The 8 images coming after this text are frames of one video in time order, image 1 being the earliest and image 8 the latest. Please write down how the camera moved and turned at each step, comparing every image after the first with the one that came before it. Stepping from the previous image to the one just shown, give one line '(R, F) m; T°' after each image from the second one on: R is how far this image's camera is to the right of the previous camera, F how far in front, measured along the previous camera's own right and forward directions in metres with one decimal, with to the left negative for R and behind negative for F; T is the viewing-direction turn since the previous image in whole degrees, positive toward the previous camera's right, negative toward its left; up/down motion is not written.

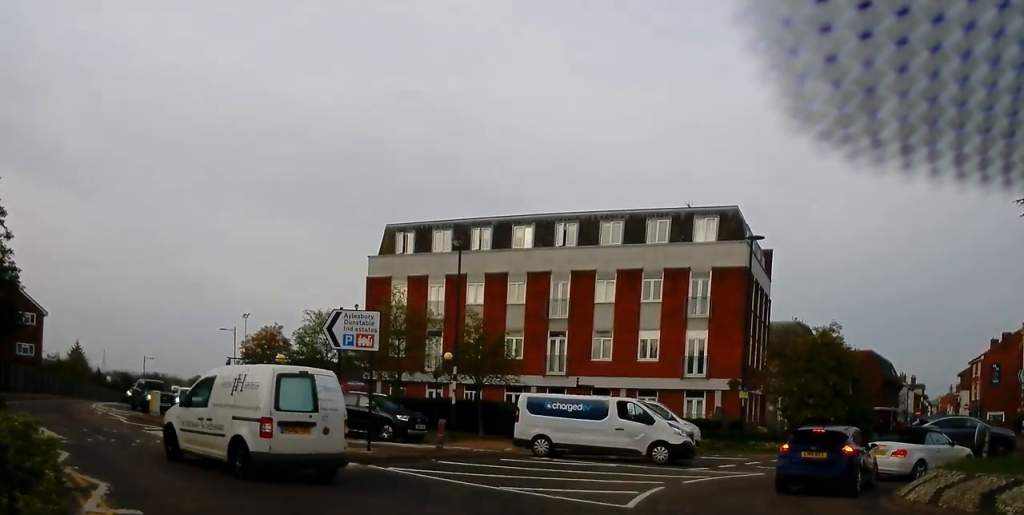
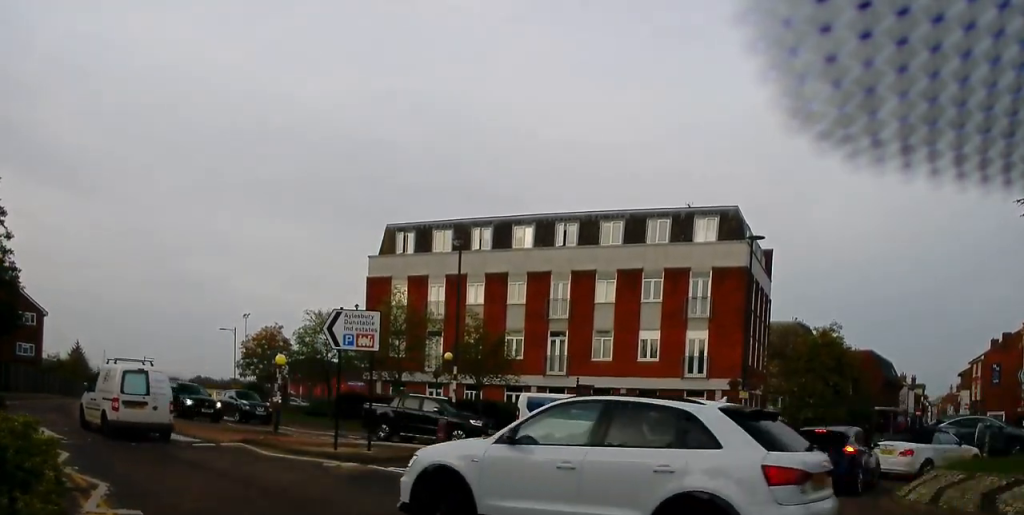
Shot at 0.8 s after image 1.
(0.0, 0.0) m; 0°
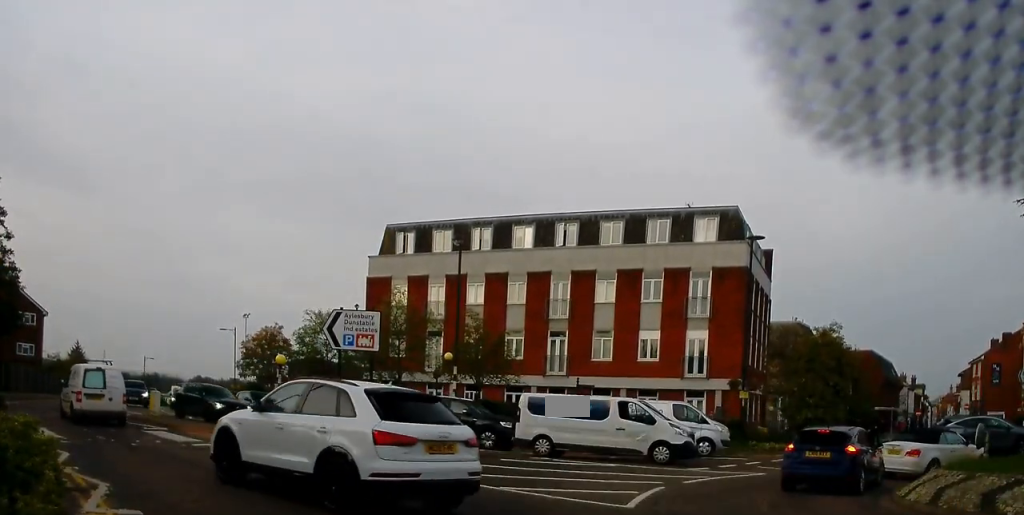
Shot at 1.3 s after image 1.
(0.0, 0.0) m; 0°
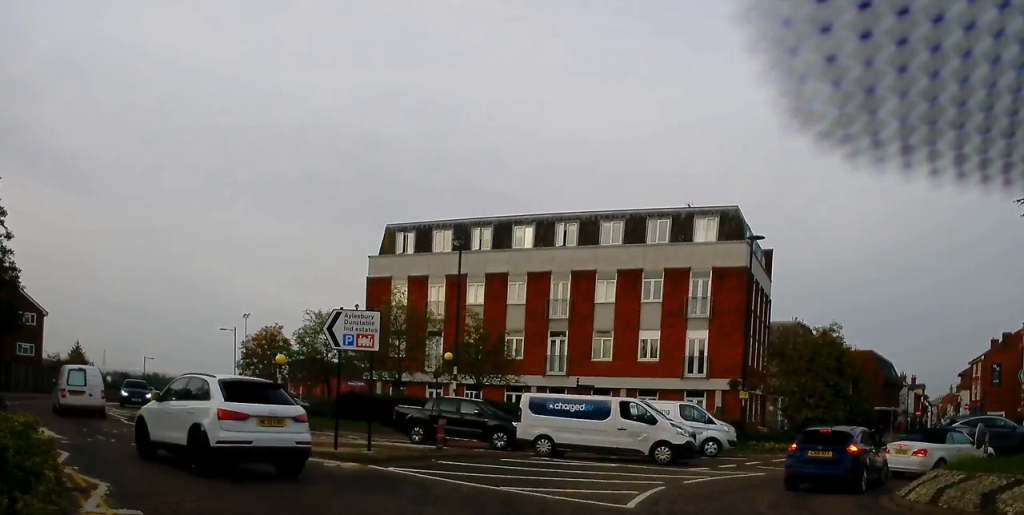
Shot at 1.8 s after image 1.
(0.0, 0.0) m; 0°
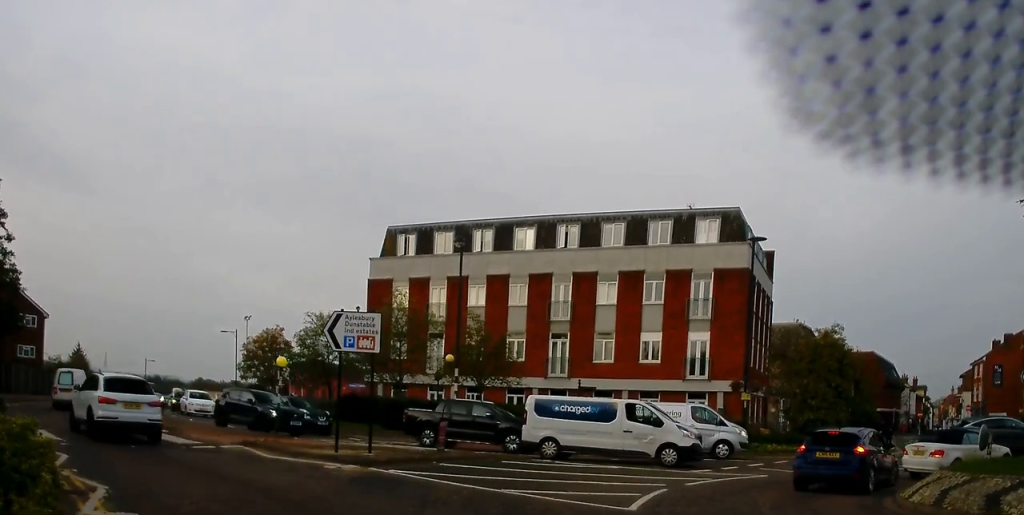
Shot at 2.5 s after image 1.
(-0.1, +0.1) m; 0°
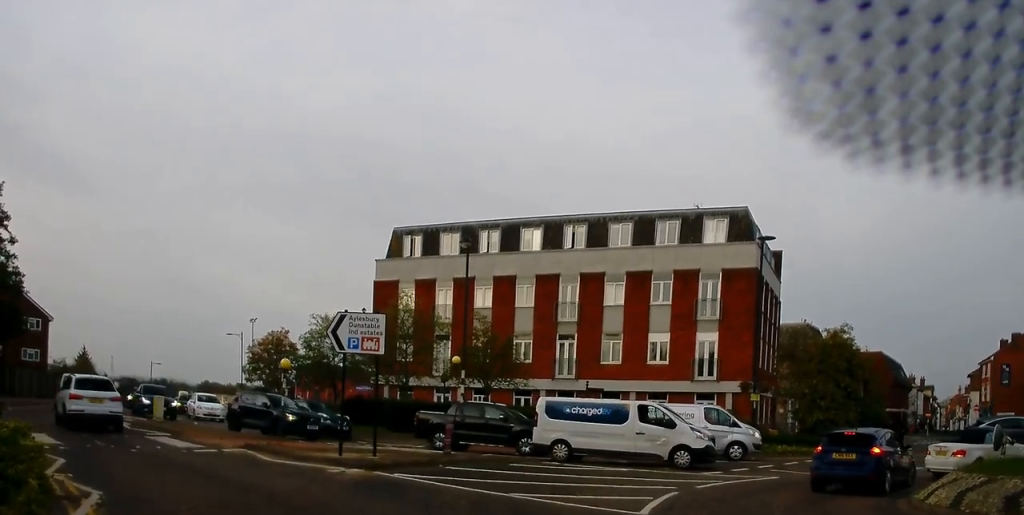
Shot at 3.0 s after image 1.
(-0.1, +0.3) m; -3°
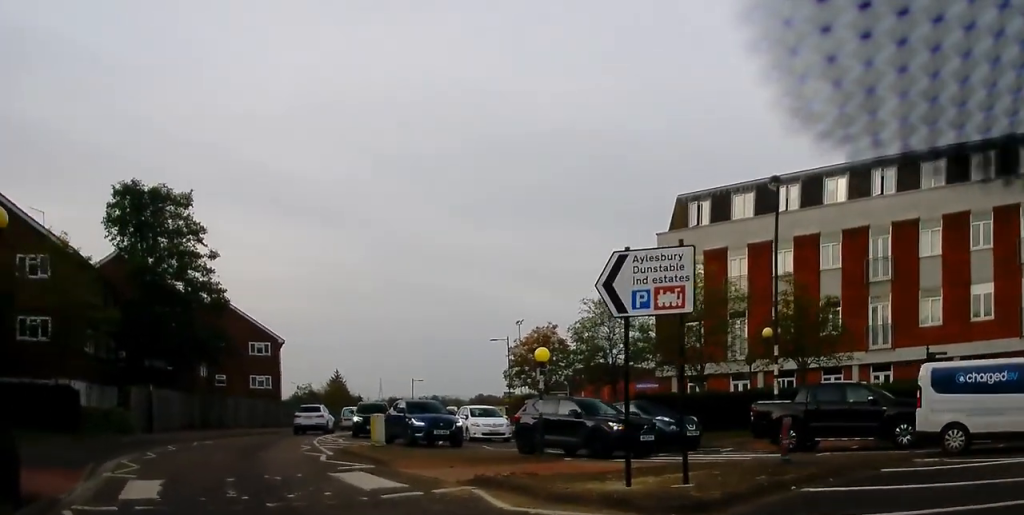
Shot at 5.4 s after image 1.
(-0.5, +6.2) m; -14°
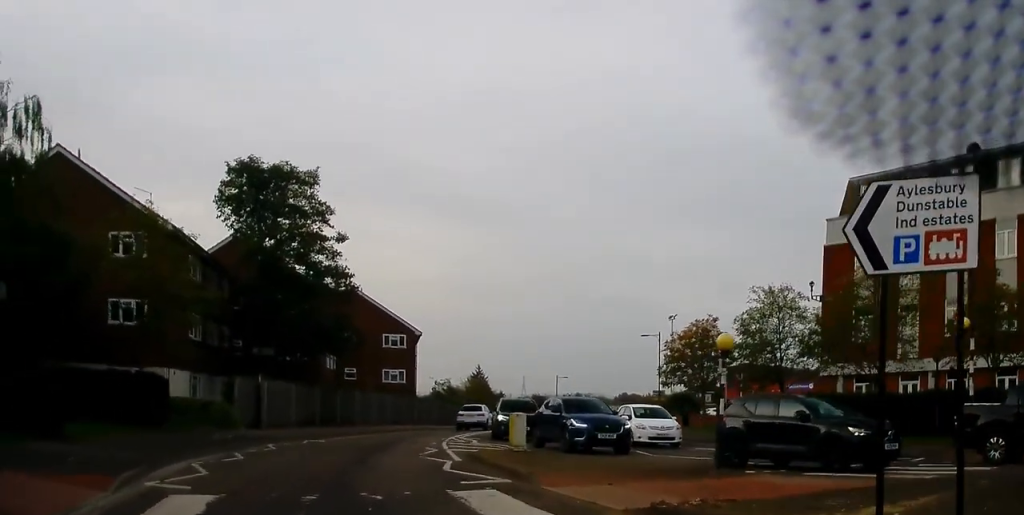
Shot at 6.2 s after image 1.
(-0.4, +3.6) m; -9°
